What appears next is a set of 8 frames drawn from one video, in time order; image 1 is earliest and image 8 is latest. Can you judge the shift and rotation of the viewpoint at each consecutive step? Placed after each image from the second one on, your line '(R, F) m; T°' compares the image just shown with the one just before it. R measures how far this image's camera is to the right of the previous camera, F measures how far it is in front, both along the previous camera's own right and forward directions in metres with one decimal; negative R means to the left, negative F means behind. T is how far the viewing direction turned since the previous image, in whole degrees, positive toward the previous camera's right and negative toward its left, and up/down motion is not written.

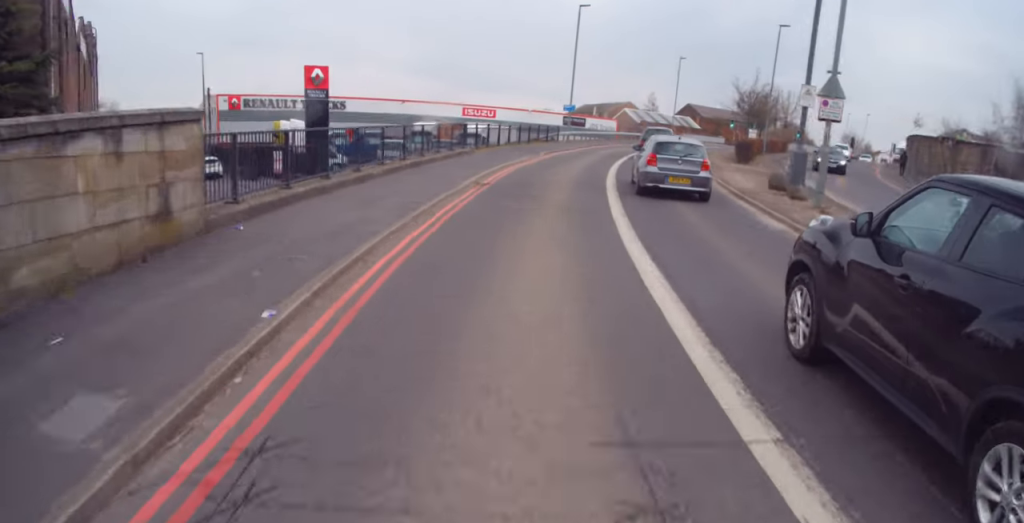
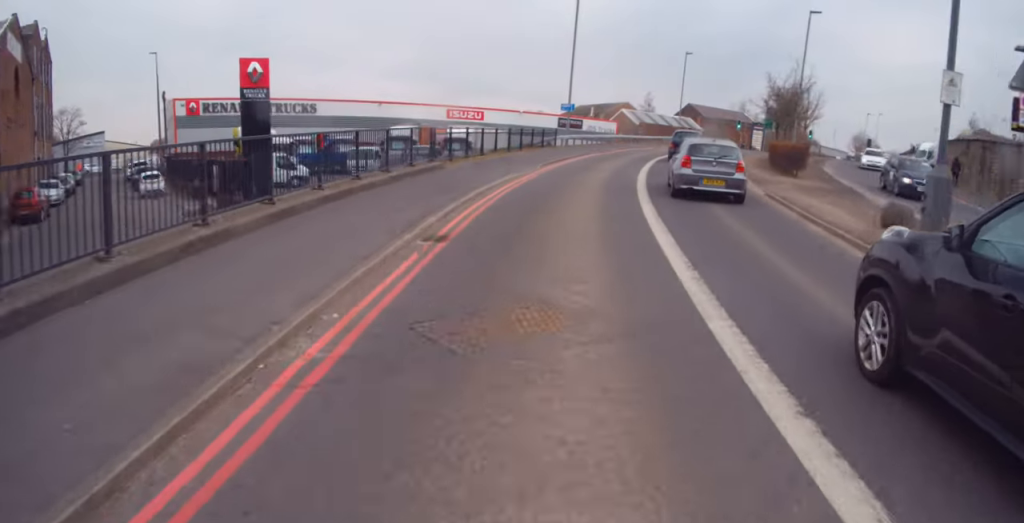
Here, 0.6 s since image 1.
(+0.2, +6.8) m; +1°
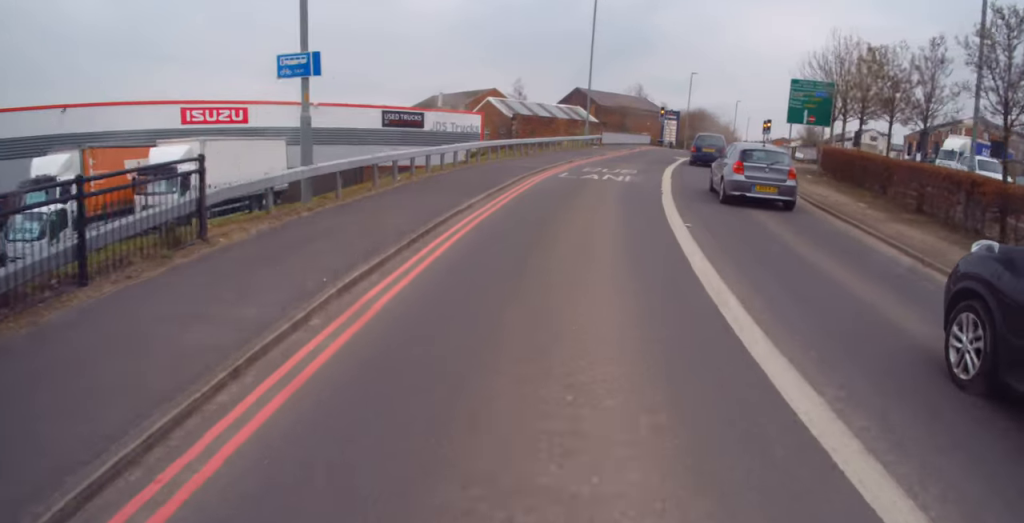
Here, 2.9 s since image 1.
(+2.4, +27.7) m; +13°
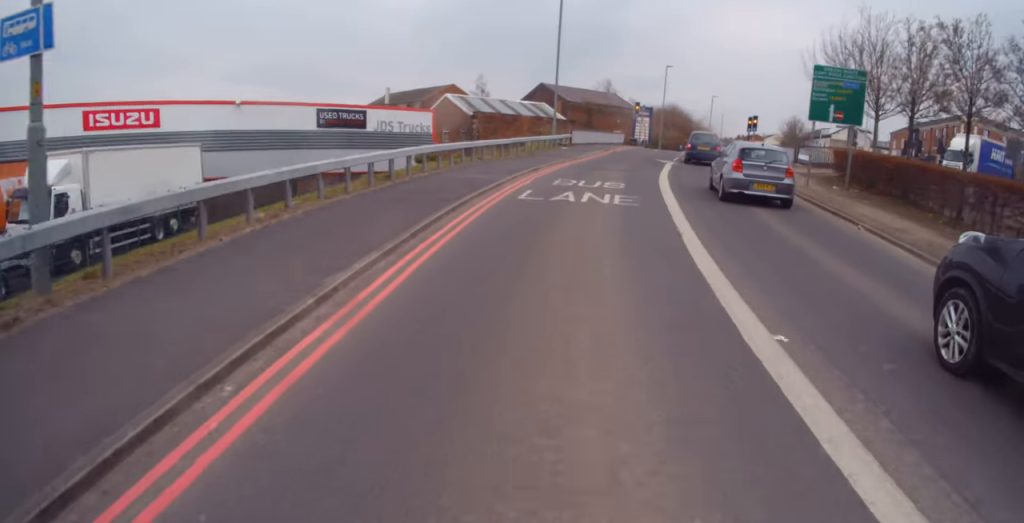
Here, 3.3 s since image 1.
(+0.2, +5.5) m; +3°
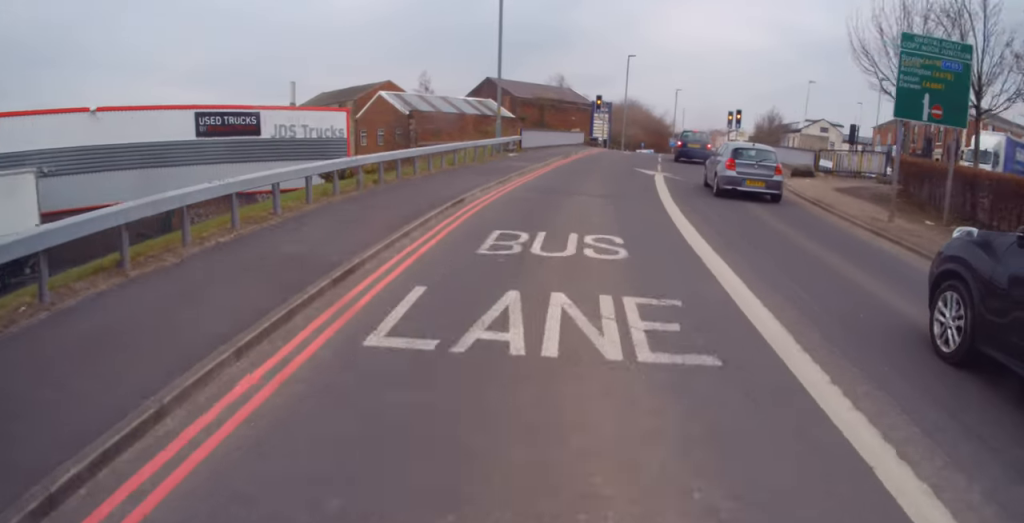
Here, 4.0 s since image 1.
(+0.3, +8.0) m; +3°
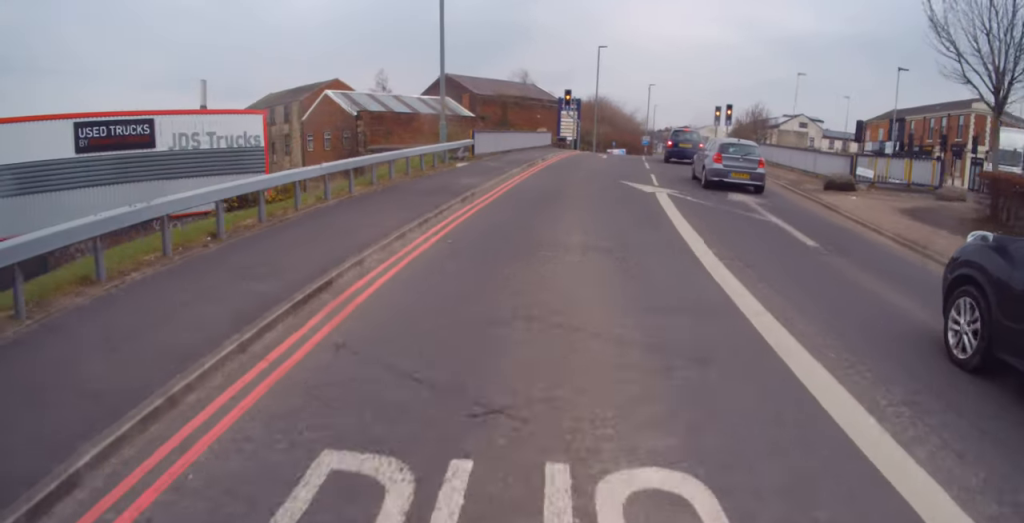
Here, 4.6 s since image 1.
(+0.1, +5.6) m; +3°
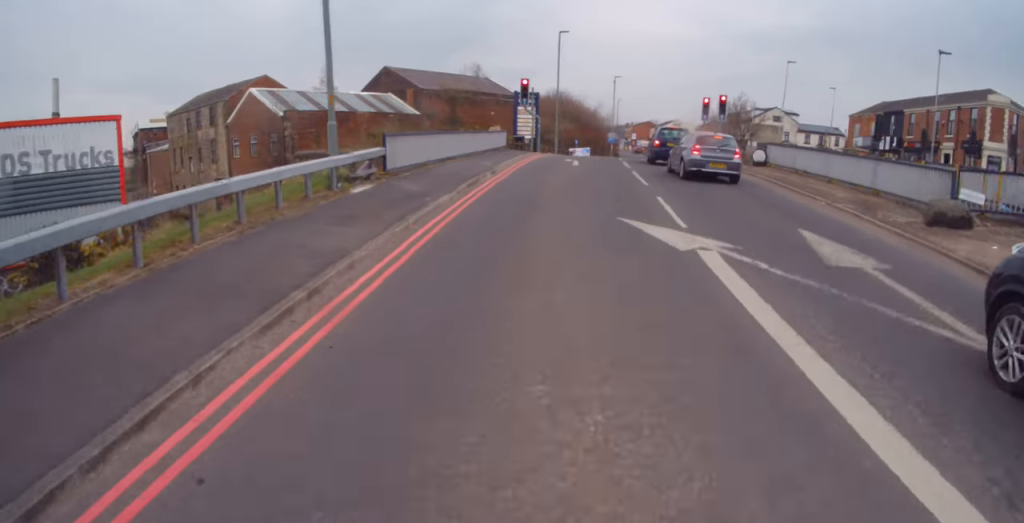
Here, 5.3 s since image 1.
(0.0, +7.0) m; +4°
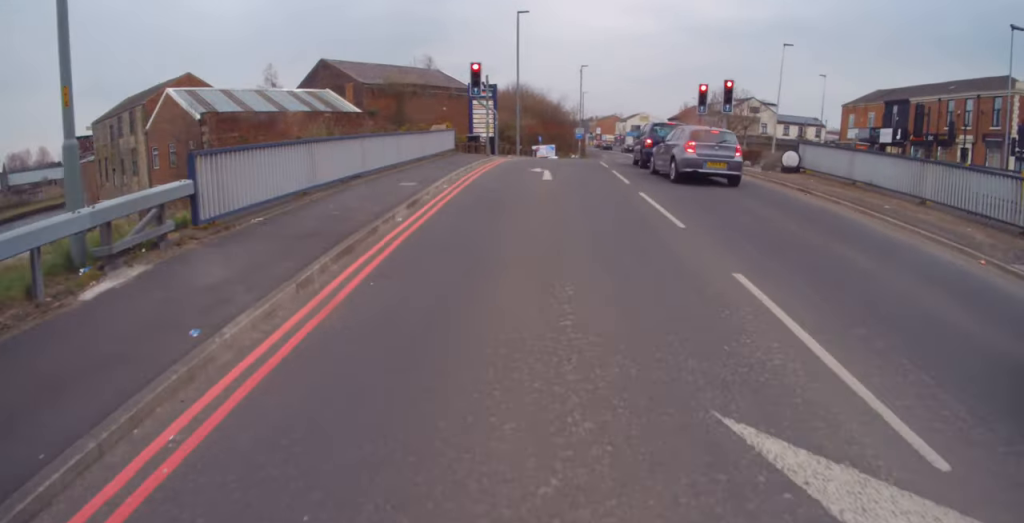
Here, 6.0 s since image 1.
(+0.6, +6.7) m; +2°
